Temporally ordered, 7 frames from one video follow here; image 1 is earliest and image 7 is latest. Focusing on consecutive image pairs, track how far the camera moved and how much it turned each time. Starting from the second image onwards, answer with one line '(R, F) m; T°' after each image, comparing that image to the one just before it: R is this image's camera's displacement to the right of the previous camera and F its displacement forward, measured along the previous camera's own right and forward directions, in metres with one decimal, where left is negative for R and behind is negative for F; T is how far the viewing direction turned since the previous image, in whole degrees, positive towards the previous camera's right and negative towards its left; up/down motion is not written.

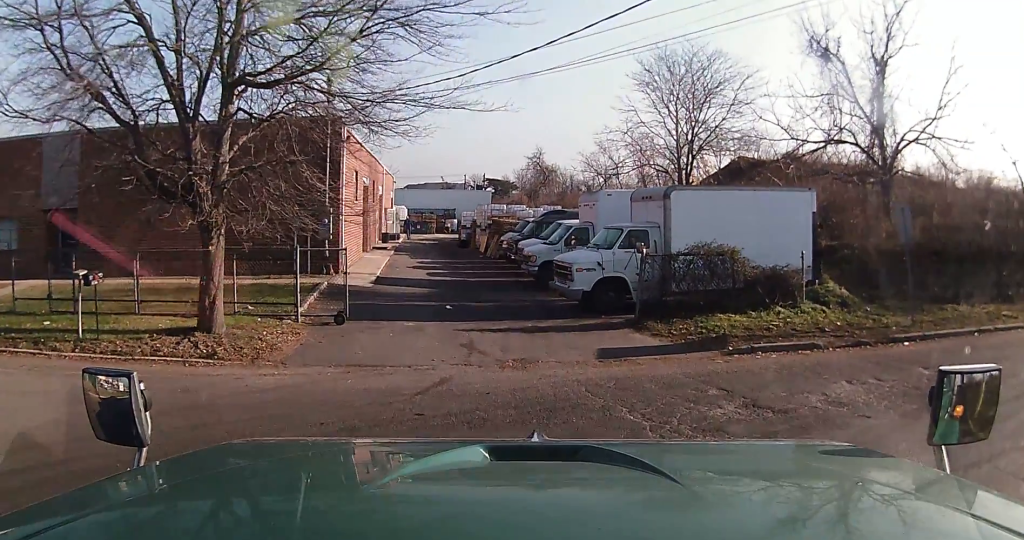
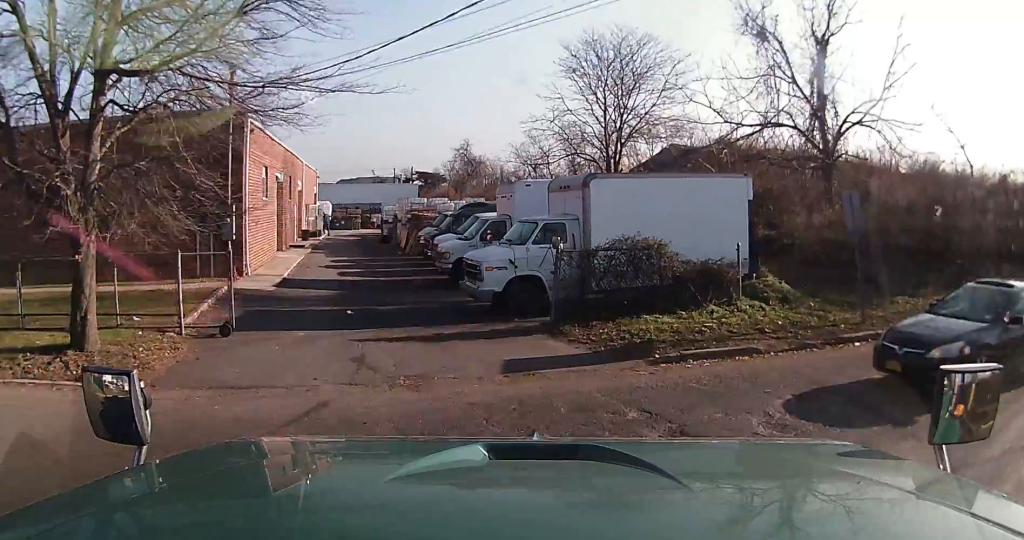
(+0.1, +1.7) m; +7°
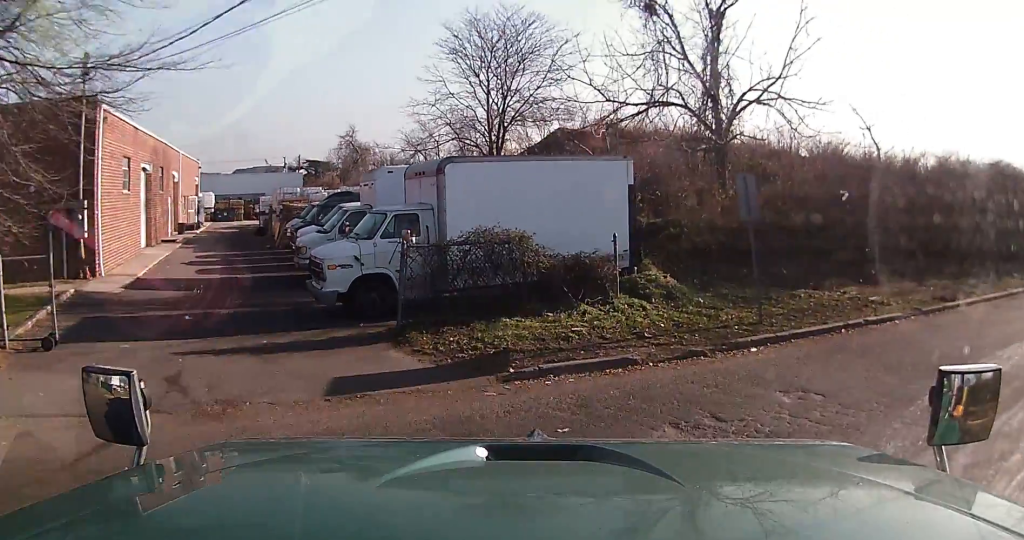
(+0.1, +1.8) m; +9°
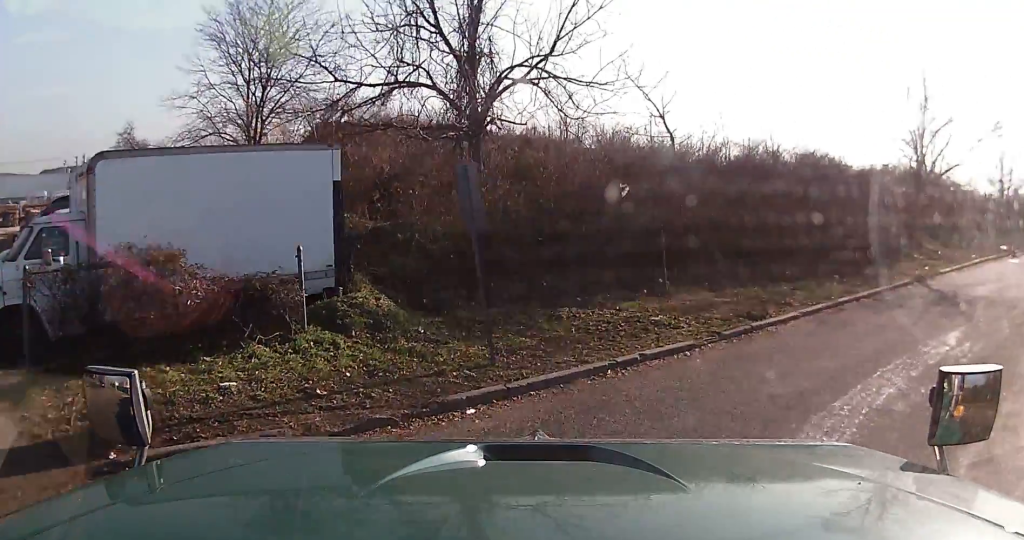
(+0.5, +2.5) m; +23°
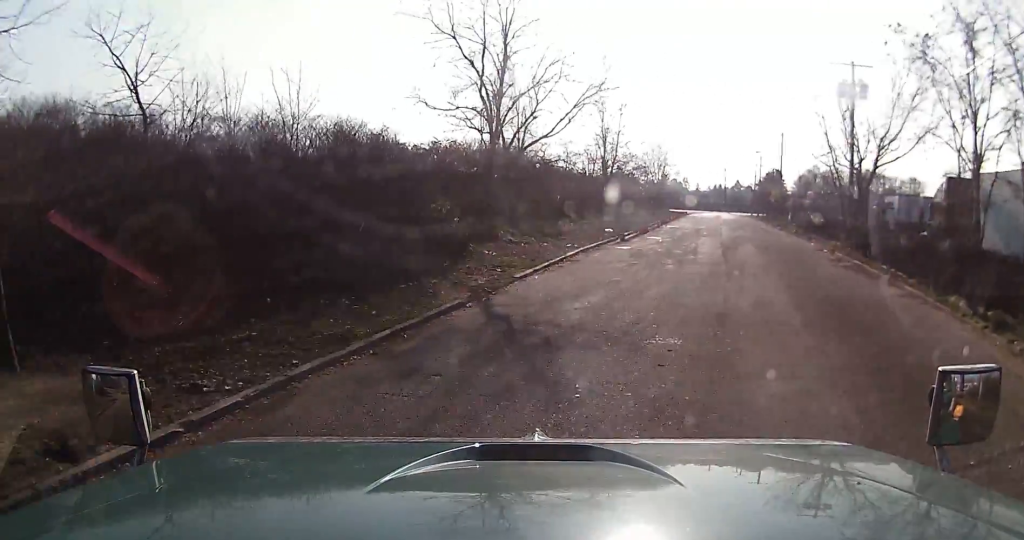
(+0.9, +5.7) m; +24°
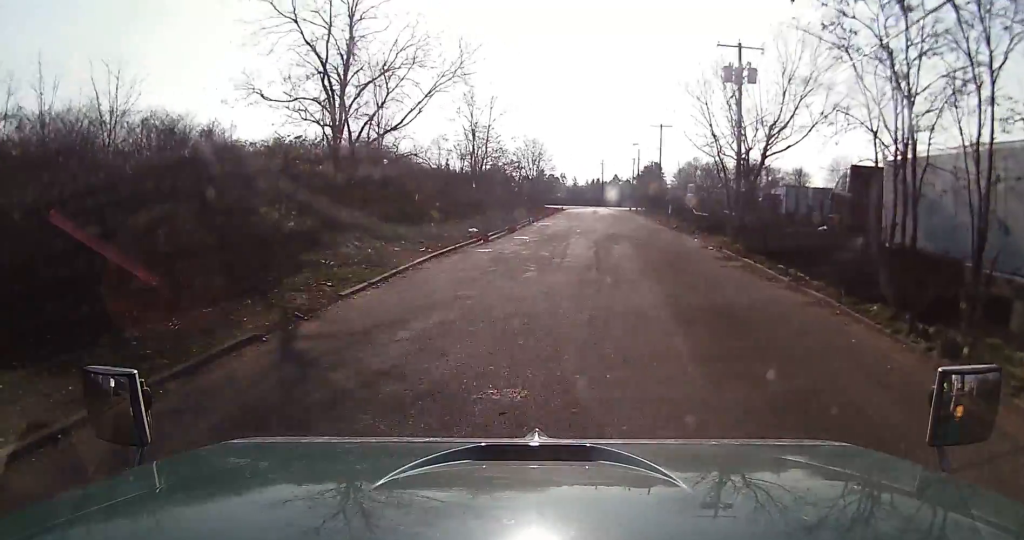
(+0.4, +2.8) m; +13°
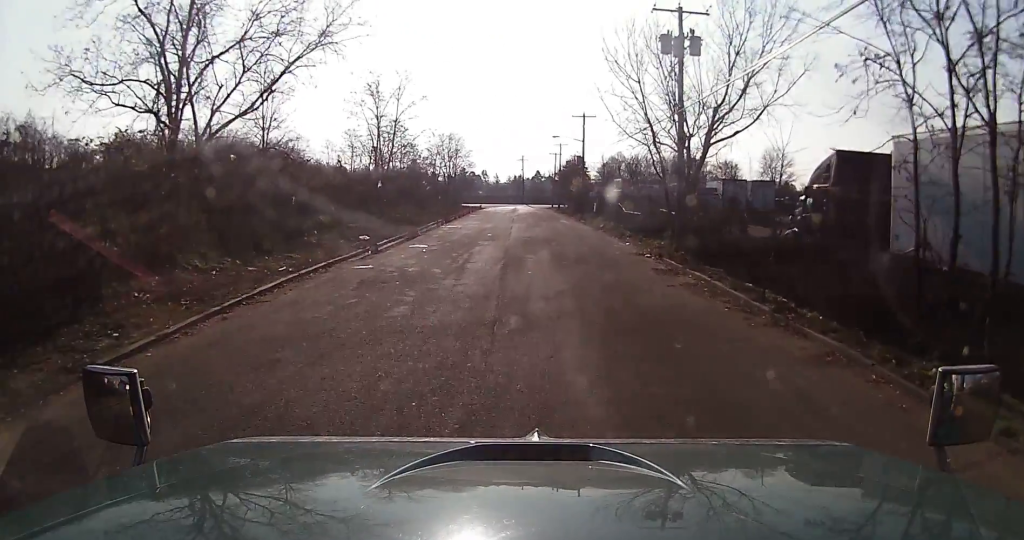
(+0.7, +5.2) m; +7°
